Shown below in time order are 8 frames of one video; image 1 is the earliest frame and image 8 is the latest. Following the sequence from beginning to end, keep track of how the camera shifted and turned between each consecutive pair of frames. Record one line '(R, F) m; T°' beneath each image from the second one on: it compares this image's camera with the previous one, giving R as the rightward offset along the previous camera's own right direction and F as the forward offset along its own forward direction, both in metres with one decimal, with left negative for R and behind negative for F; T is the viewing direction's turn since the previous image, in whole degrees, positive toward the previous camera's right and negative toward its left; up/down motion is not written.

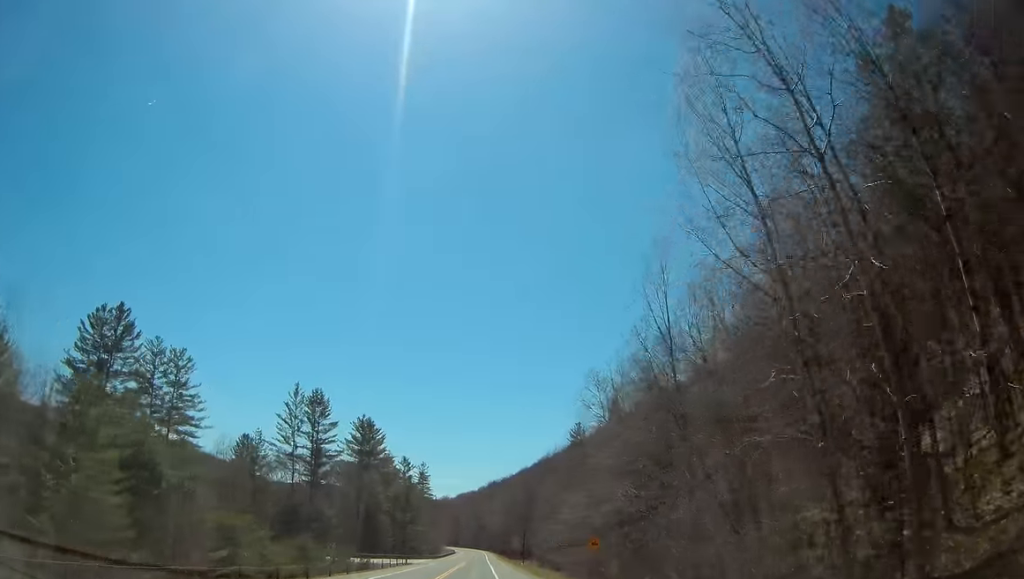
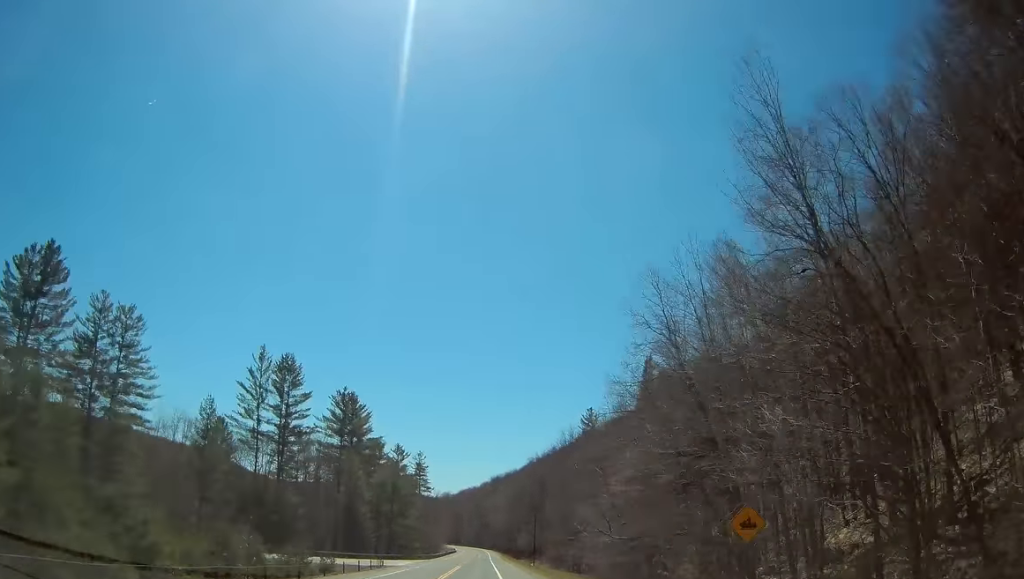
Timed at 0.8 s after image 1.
(+0.1, +21.5) m; 0°
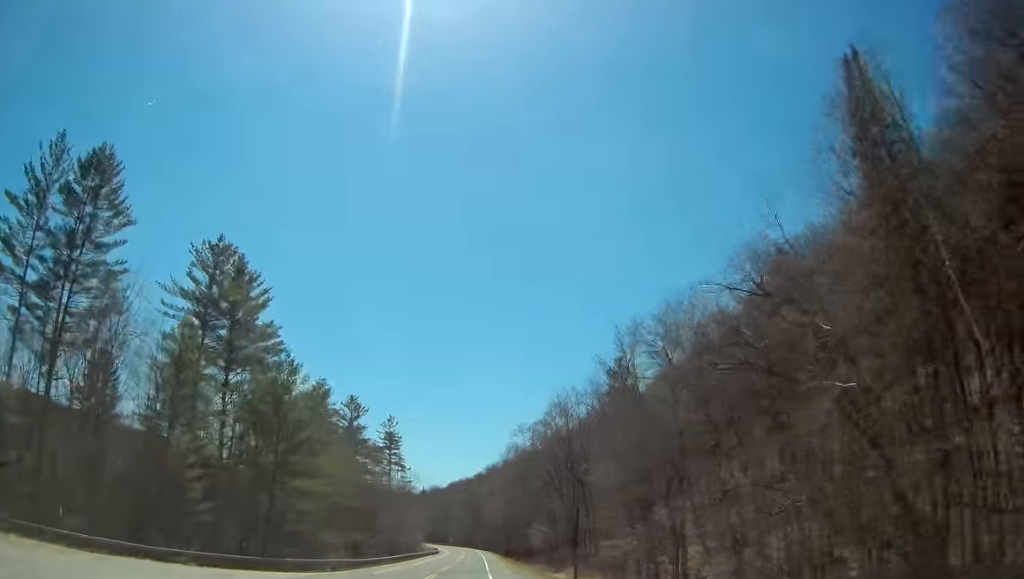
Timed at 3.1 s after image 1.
(+0.5, +57.6) m; 0°
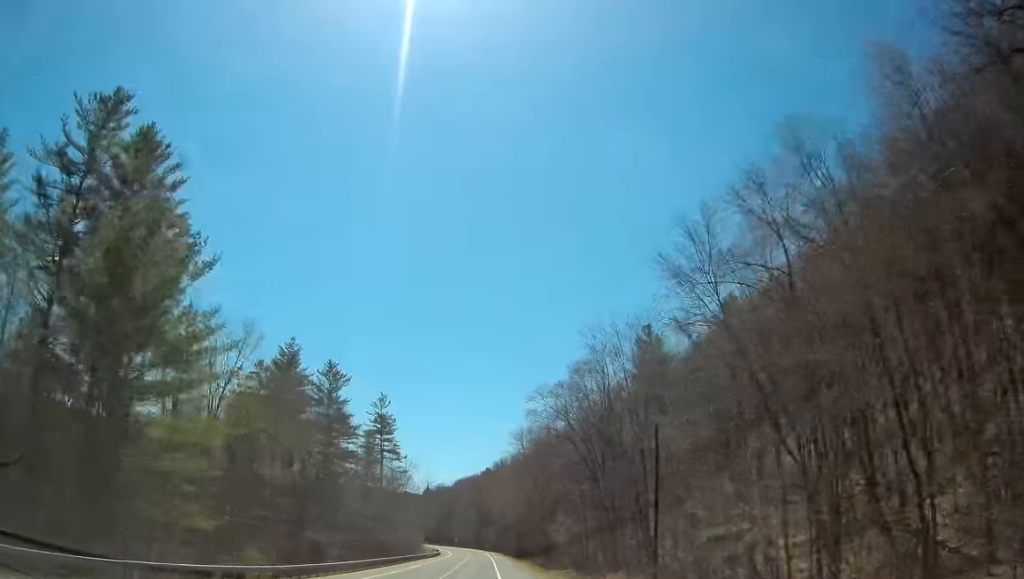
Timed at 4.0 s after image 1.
(-0.2, +24.1) m; 0°
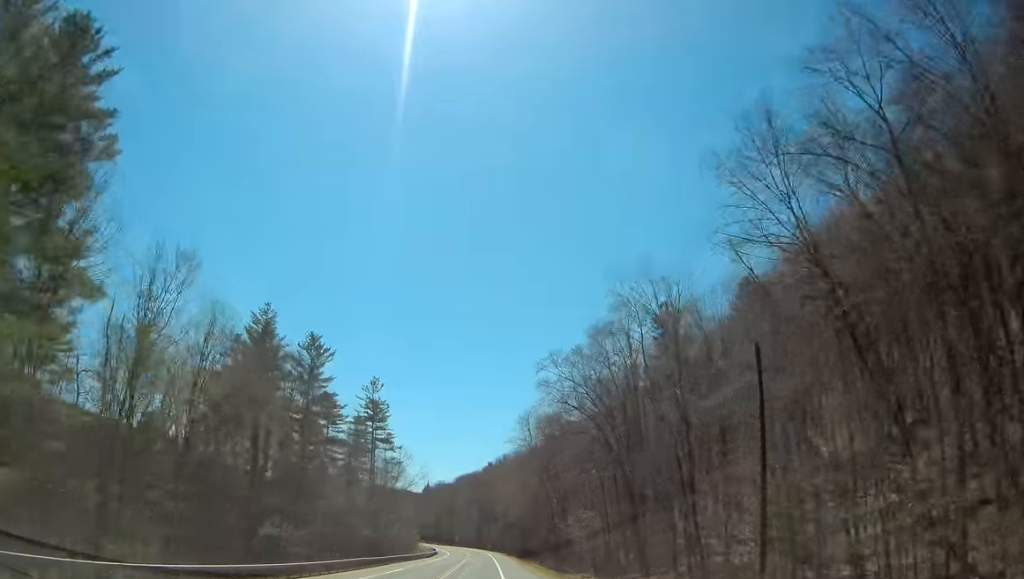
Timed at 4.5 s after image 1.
(0.0, +12.9) m; 0°
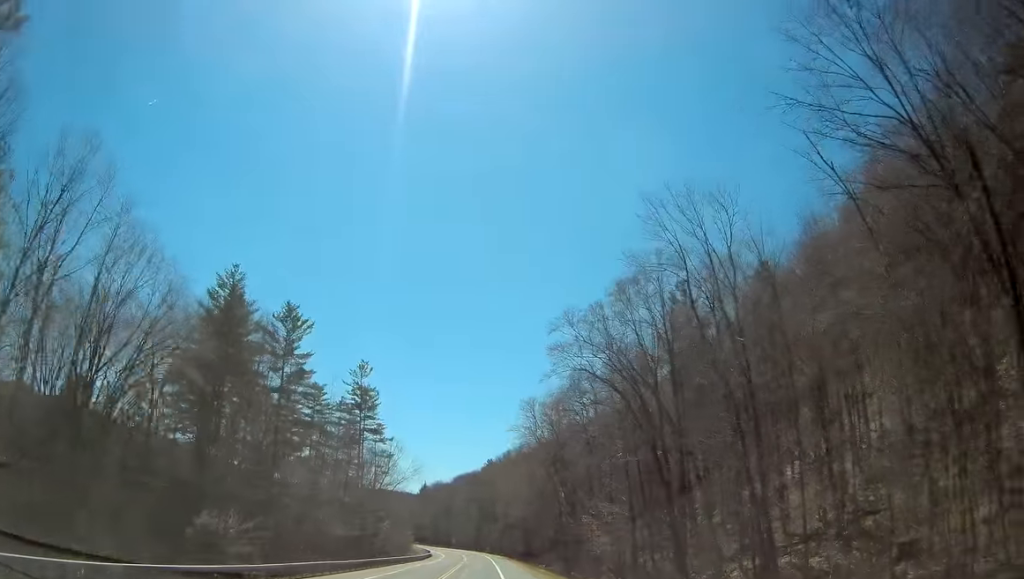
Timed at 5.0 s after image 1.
(0.0, +12.0) m; 0°
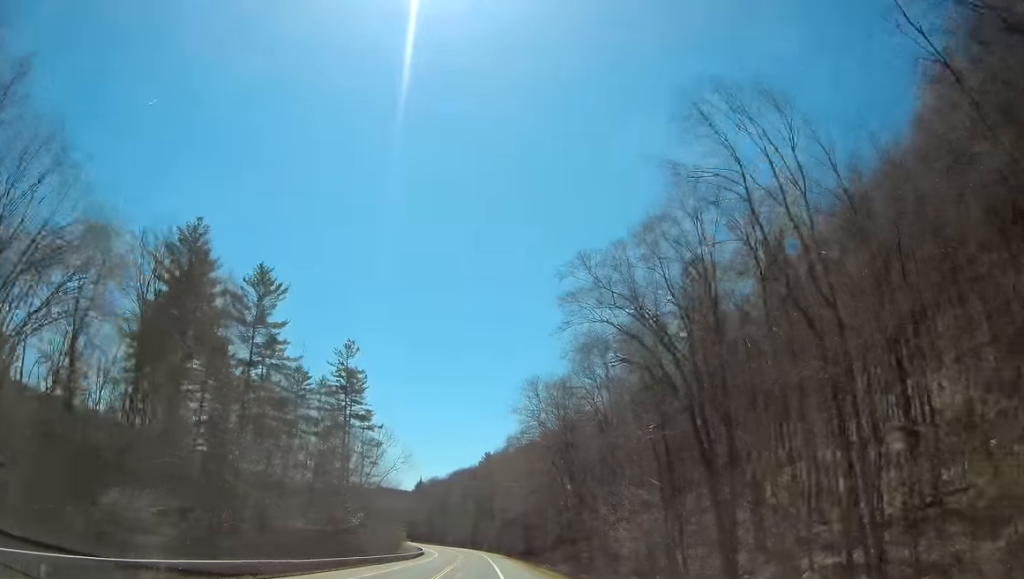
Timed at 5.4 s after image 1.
(0.0, +10.3) m; 0°
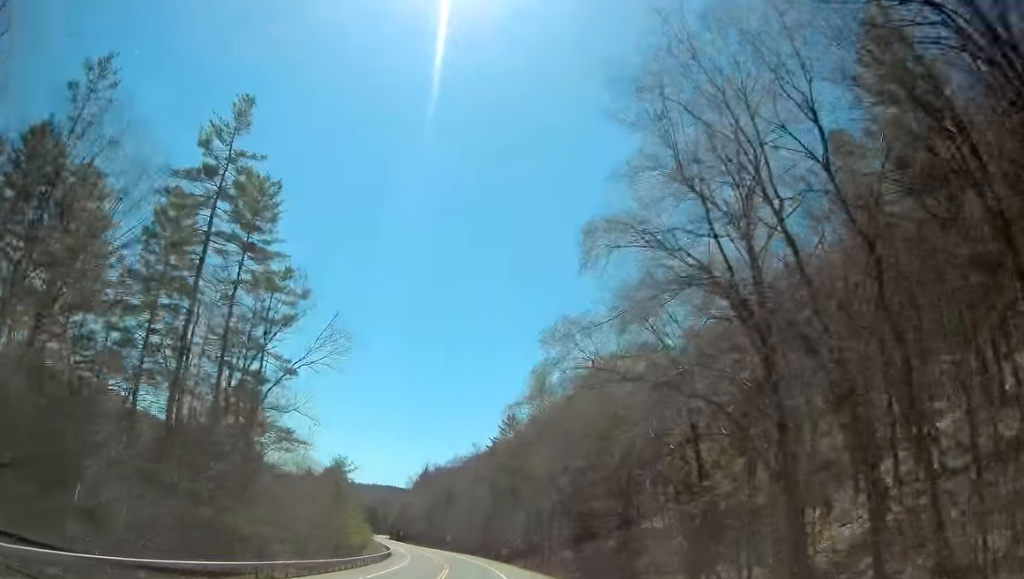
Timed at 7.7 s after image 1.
(-0.1, +59.6) m; 0°
